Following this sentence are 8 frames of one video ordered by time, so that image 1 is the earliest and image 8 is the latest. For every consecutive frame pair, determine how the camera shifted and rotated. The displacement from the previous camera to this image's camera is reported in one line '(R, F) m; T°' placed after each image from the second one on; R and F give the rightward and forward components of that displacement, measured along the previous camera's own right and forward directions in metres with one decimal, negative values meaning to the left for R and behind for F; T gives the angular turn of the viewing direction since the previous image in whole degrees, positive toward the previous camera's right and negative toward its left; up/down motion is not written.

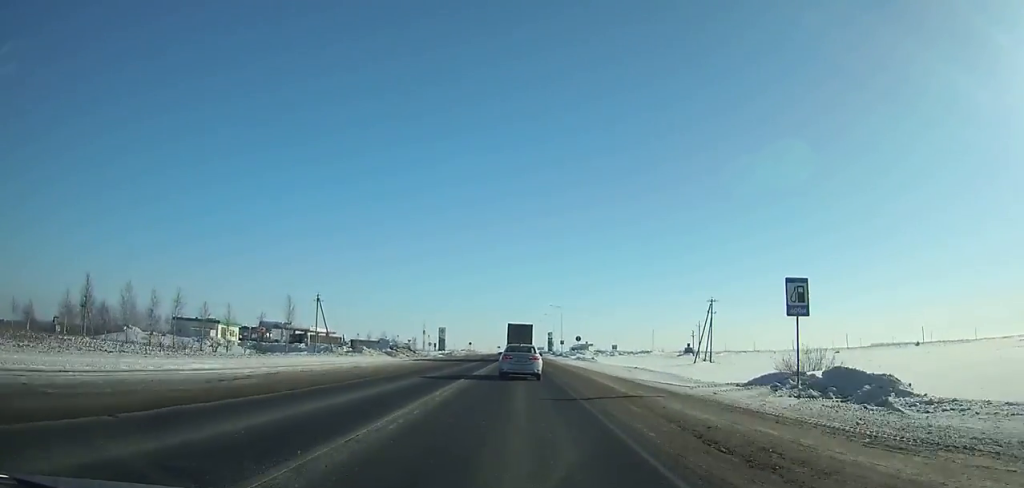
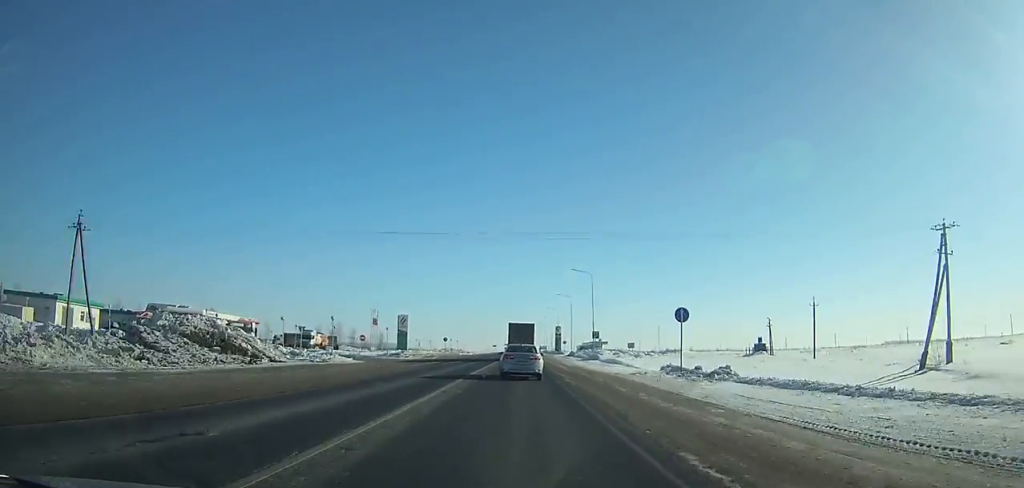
(+0.1, +58.7) m; 0°
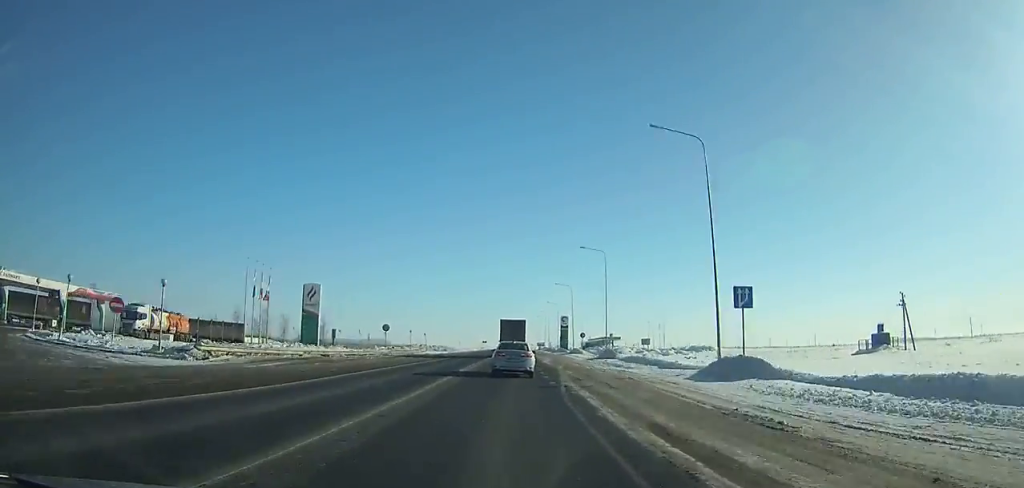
(+0.1, +50.6) m; 0°
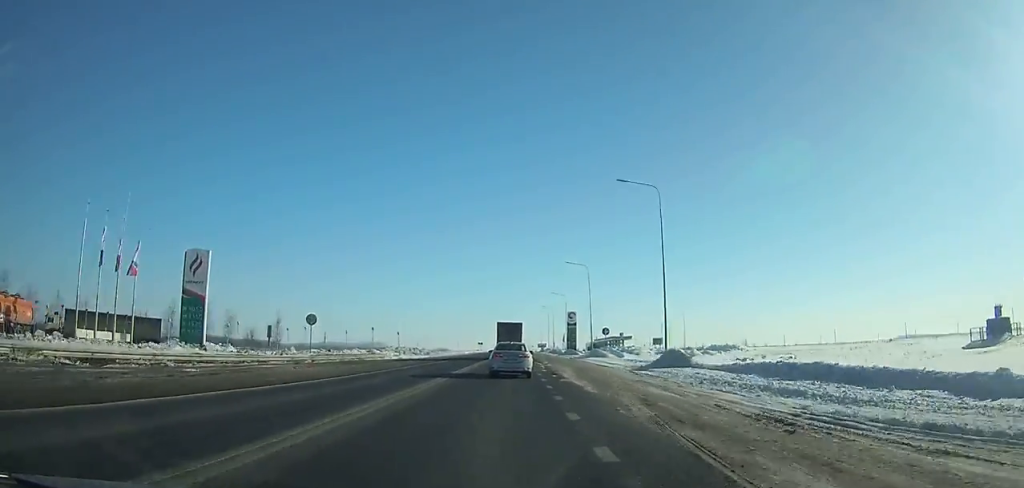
(0.0, +26.1) m; 0°
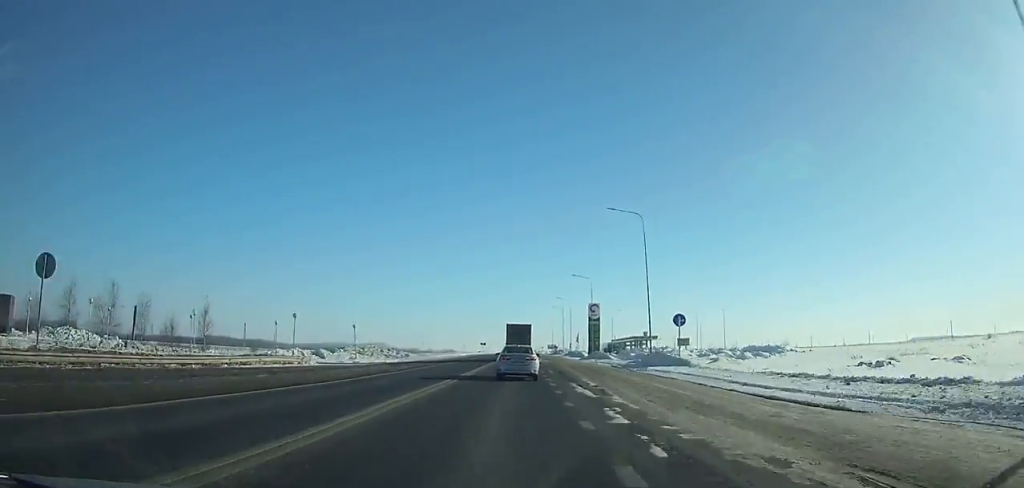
(-0.1, +29.7) m; 0°
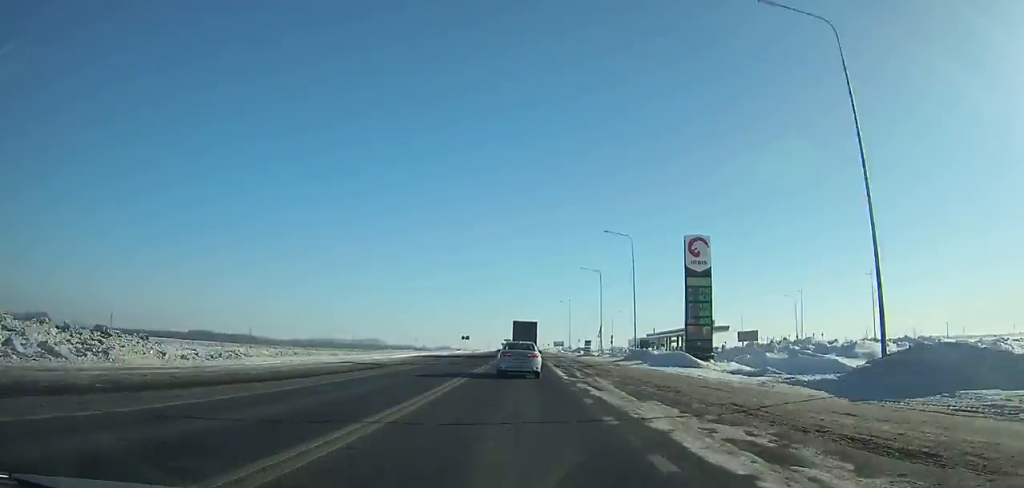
(-0.4, +66.9) m; 0°
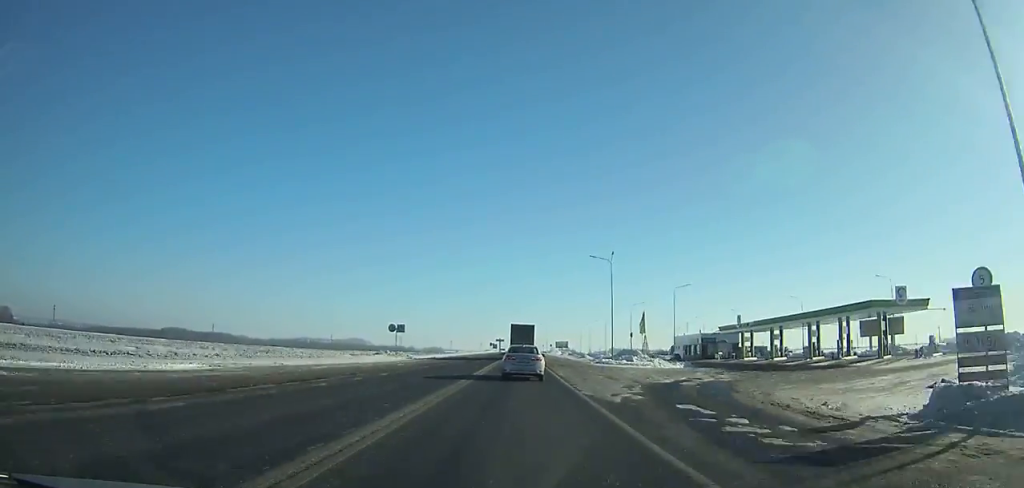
(0.0, +69.1) m; 0°
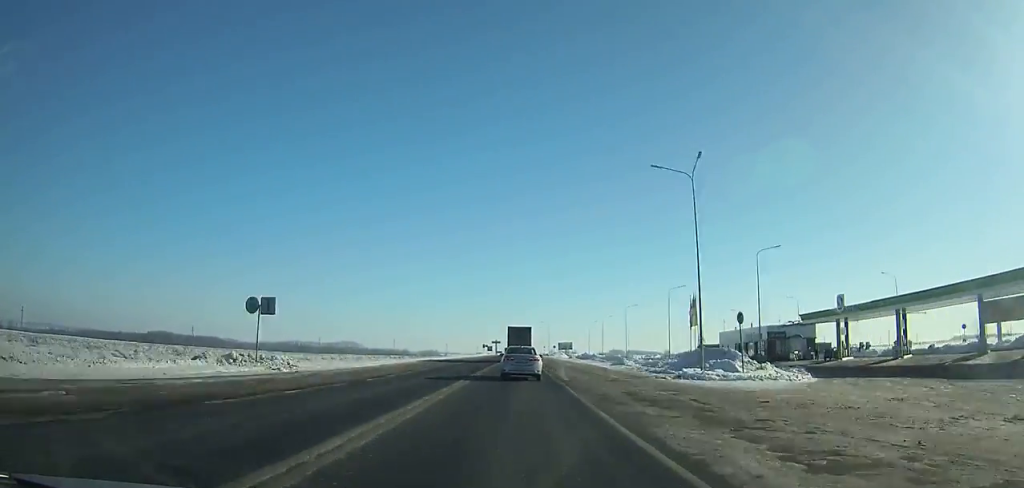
(+0.1, +33.9) m; 0°
